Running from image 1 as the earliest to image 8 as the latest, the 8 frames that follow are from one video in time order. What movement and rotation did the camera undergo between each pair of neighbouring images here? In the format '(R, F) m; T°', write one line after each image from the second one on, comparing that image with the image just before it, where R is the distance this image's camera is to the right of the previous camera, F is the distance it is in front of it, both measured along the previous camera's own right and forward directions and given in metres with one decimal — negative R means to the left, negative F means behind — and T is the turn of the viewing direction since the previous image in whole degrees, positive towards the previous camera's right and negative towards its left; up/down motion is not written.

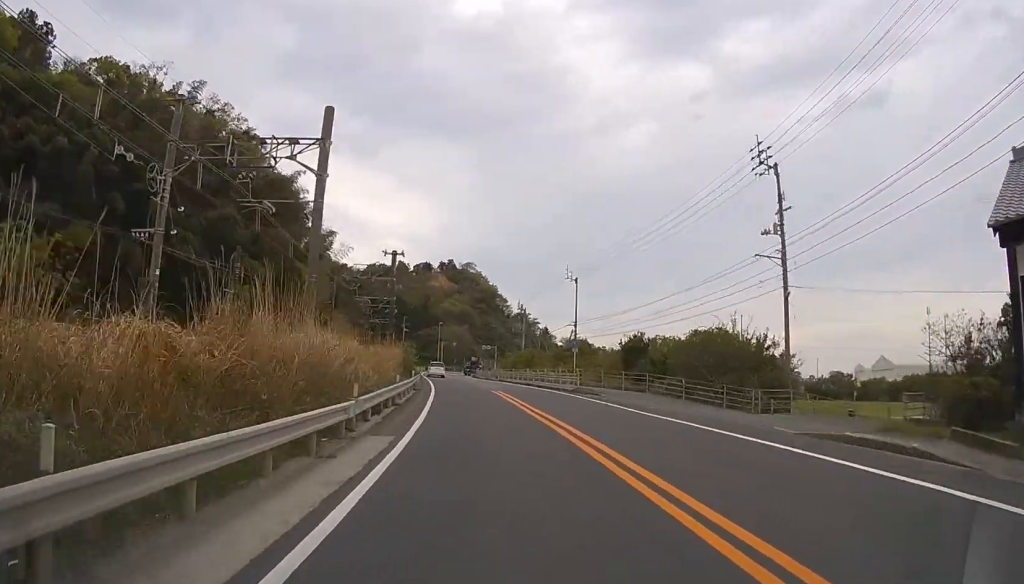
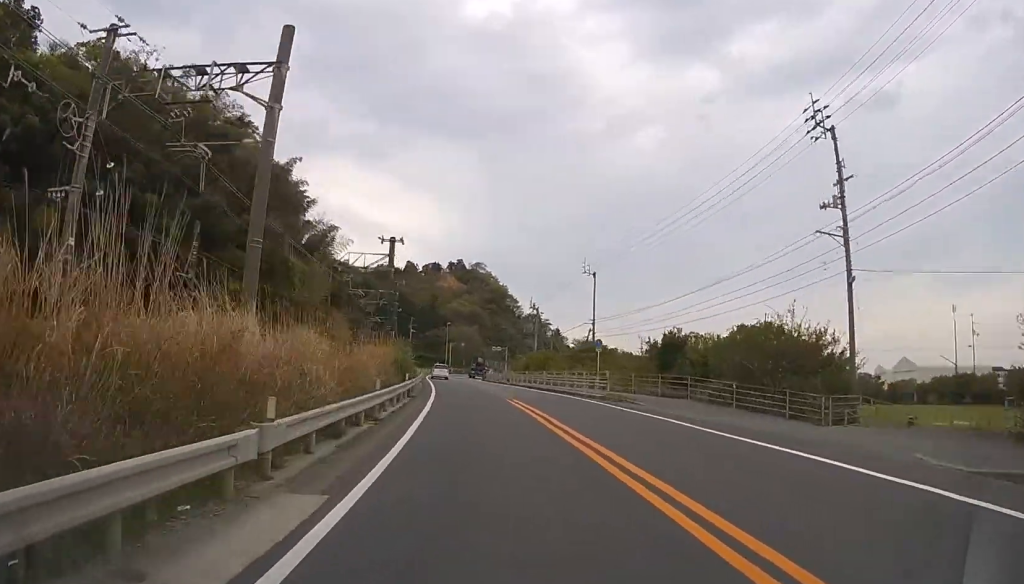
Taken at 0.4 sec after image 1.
(0.0, +5.6) m; -2°
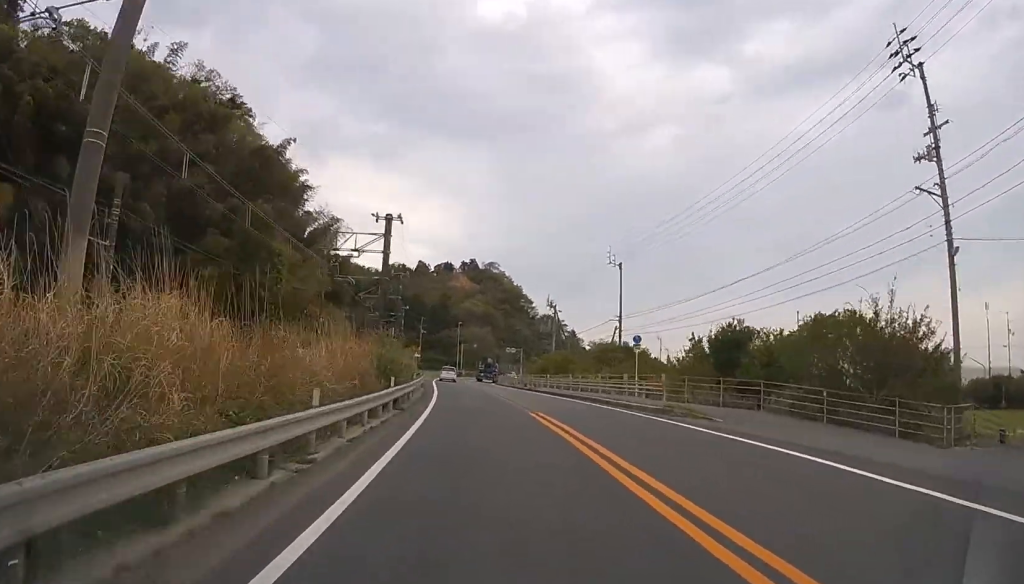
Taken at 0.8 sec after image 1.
(-0.2, +6.1) m; -1°
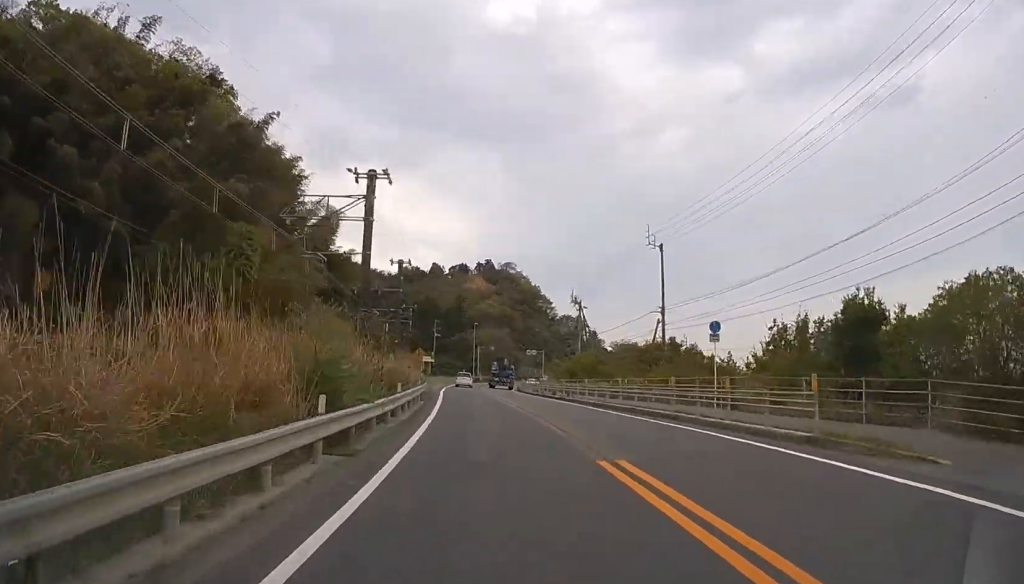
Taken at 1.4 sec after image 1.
(-0.2, +8.4) m; -1°
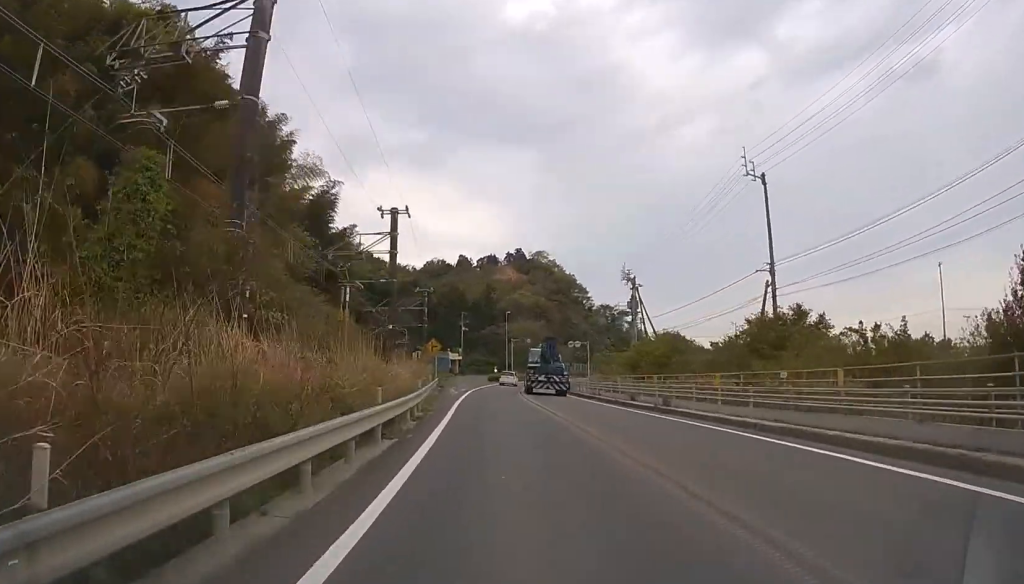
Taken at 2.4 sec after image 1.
(0.0, +13.6) m; 0°
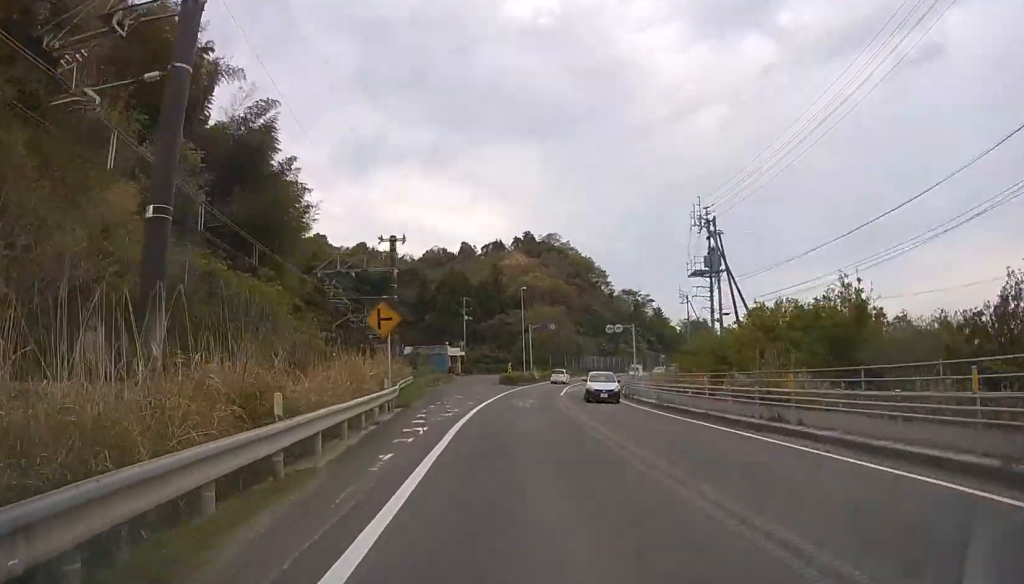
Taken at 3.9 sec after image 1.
(0.0, +21.5) m; 0°
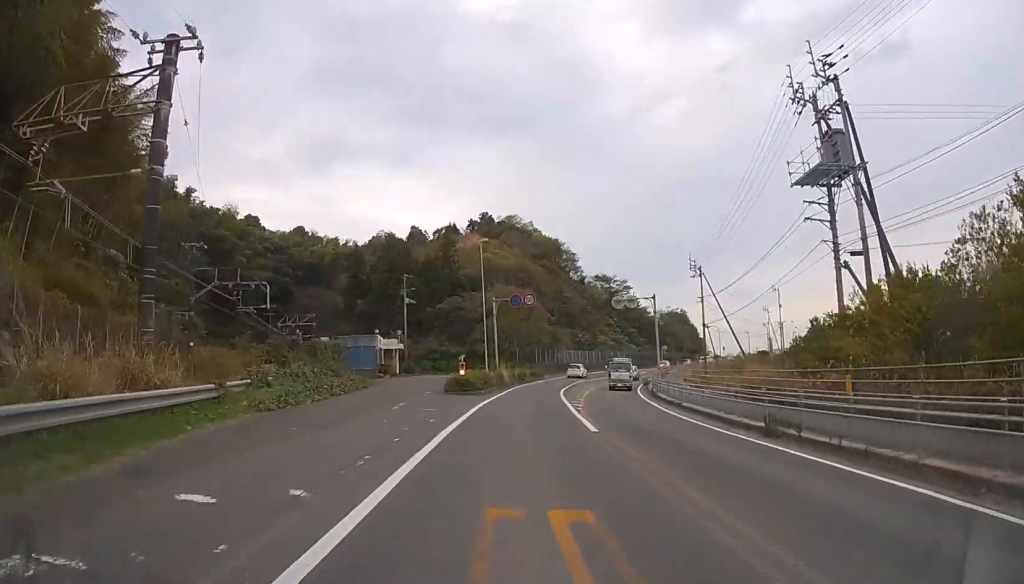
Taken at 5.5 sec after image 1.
(0.0, +21.5) m; 0°
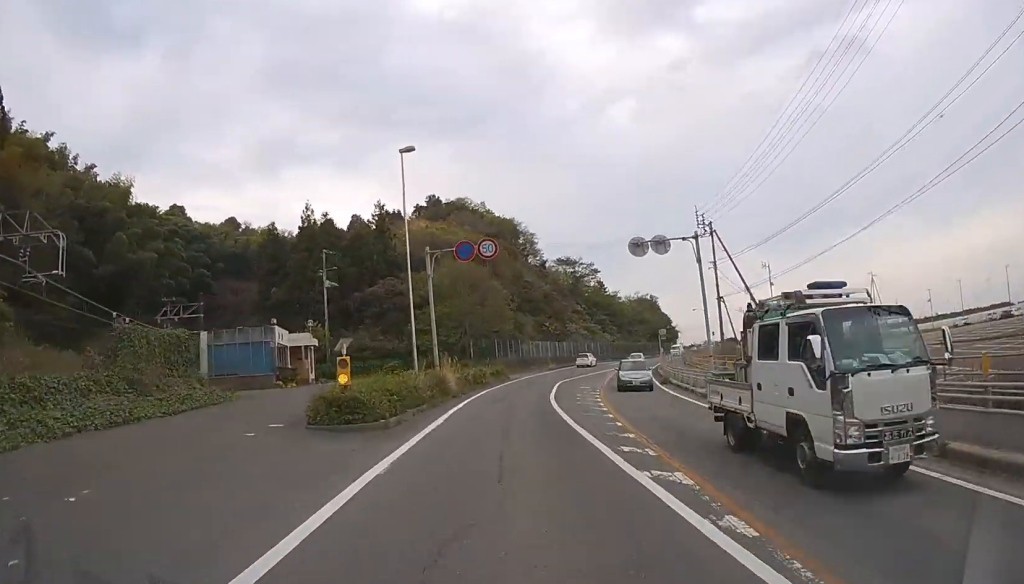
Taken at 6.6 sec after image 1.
(+0.3, +16.0) m; +5°
